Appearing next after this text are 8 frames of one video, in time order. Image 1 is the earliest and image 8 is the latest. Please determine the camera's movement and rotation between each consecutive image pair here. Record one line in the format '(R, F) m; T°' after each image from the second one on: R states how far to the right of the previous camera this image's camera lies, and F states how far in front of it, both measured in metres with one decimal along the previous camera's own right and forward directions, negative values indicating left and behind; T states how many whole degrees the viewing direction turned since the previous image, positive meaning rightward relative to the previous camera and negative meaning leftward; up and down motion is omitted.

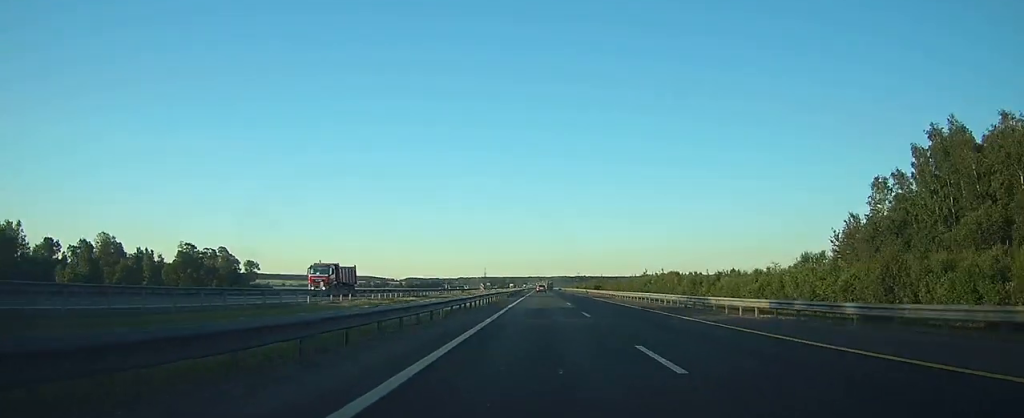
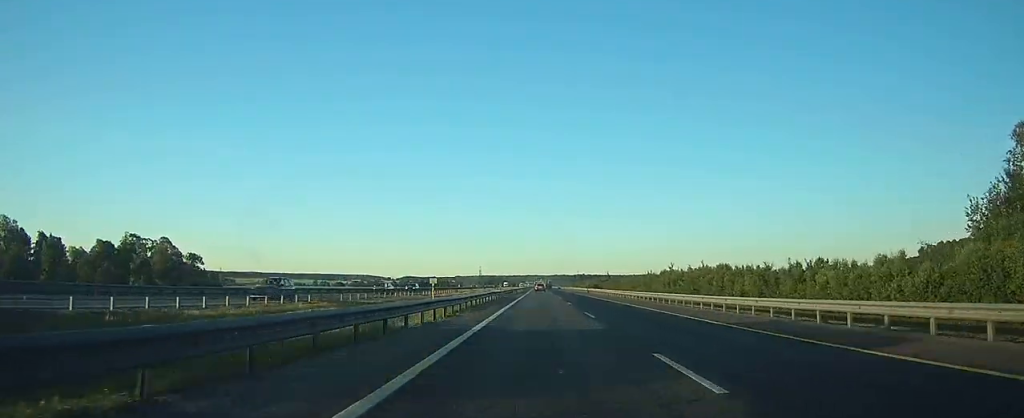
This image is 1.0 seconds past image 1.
(0.0, +33.6) m; 0°
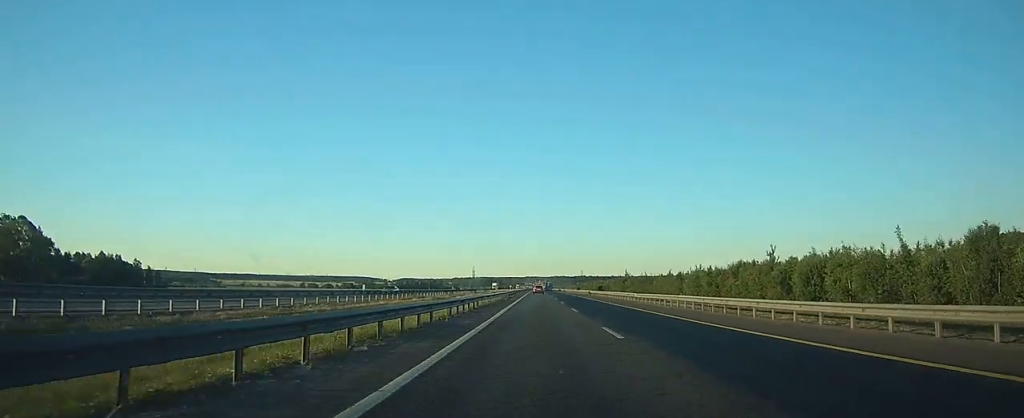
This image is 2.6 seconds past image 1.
(+0.3, +56.1) m; 0°
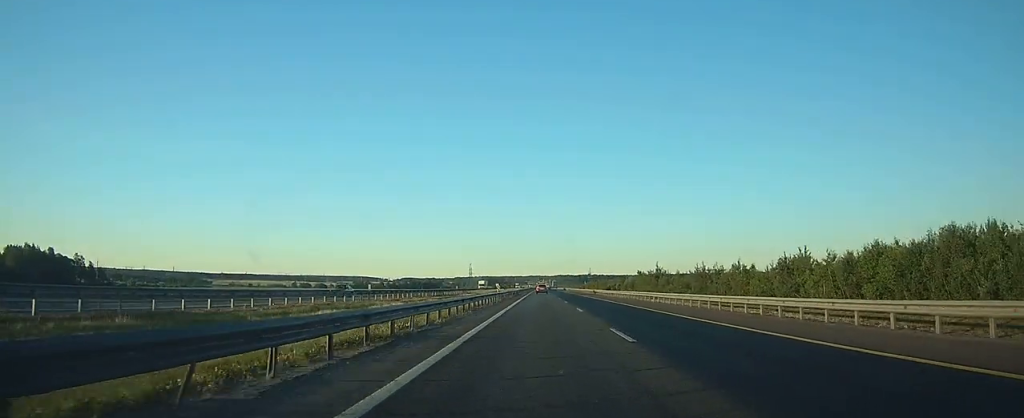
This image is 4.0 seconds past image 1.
(-0.1, +49.0) m; 0°
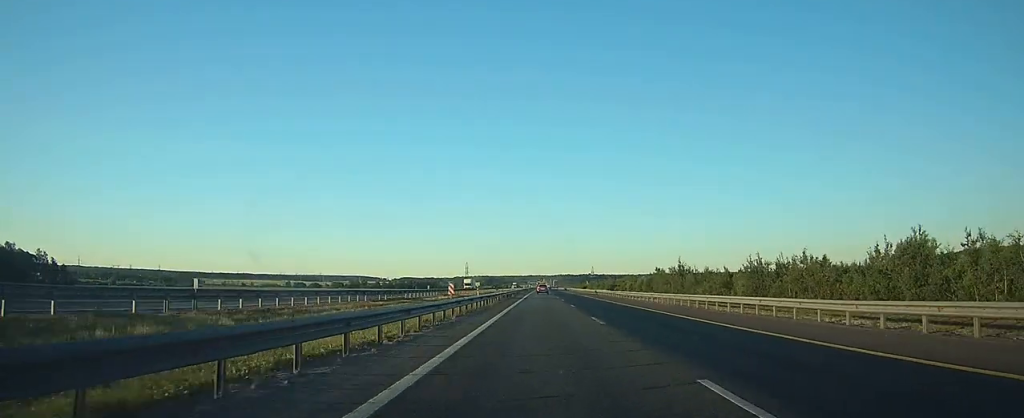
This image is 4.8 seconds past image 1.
(0.0, +25.2) m; 0°
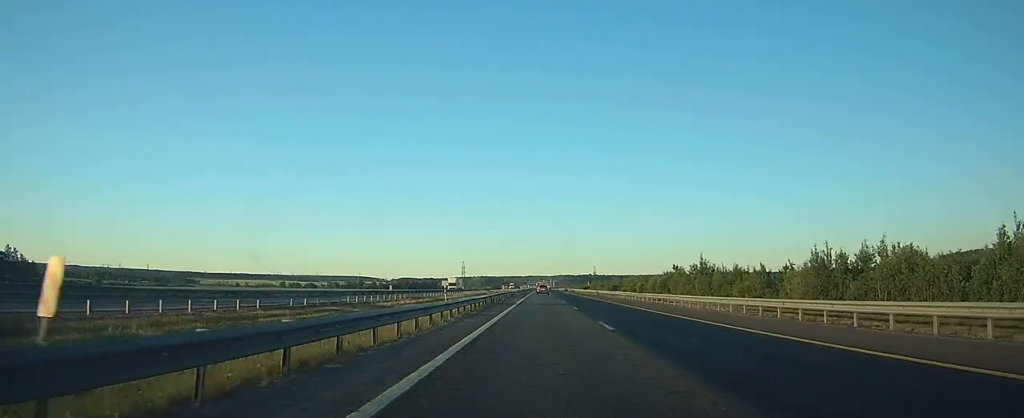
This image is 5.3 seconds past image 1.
(0.0, +18.4) m; 0°
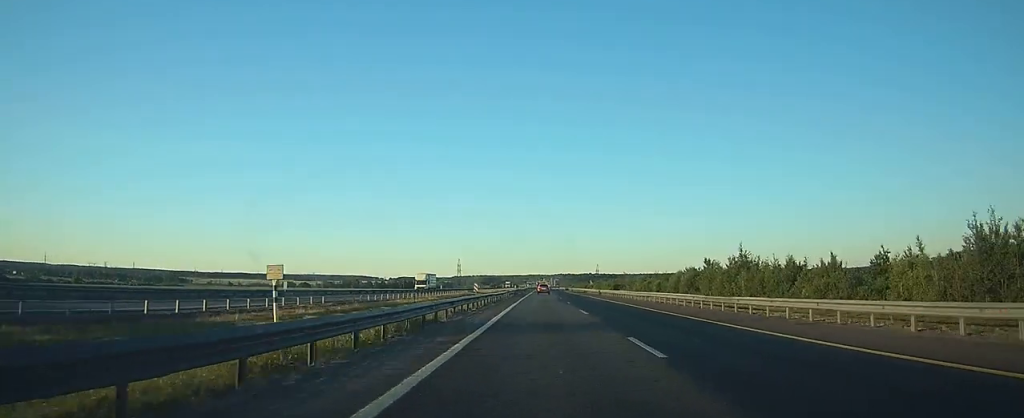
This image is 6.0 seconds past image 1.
(0.0, +23.1) m; 0°
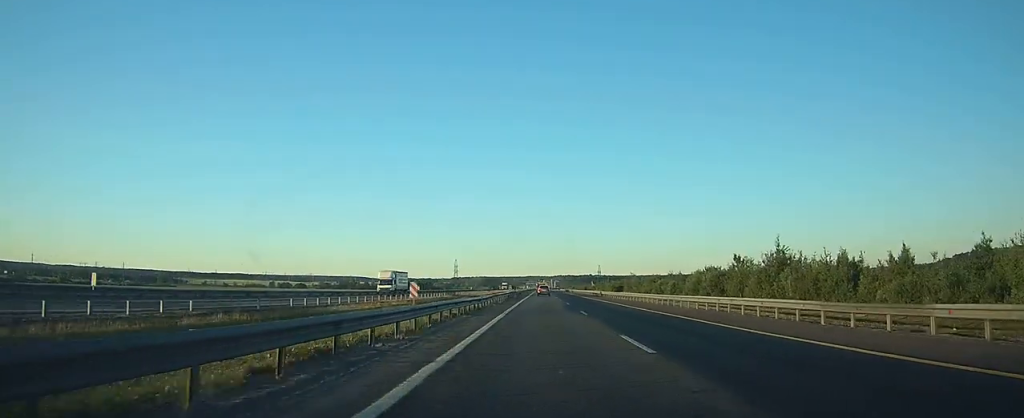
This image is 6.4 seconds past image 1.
(0.0, +15.0) m; 0°
